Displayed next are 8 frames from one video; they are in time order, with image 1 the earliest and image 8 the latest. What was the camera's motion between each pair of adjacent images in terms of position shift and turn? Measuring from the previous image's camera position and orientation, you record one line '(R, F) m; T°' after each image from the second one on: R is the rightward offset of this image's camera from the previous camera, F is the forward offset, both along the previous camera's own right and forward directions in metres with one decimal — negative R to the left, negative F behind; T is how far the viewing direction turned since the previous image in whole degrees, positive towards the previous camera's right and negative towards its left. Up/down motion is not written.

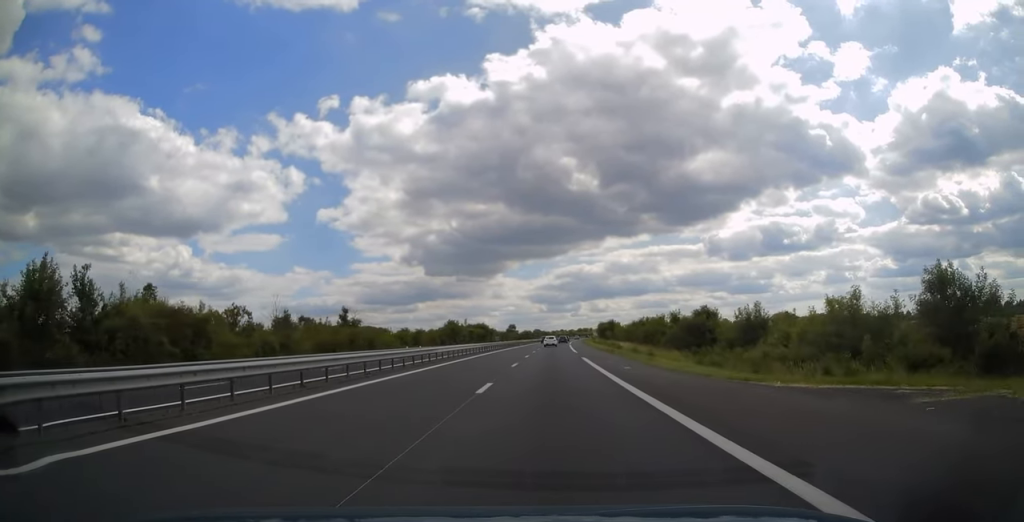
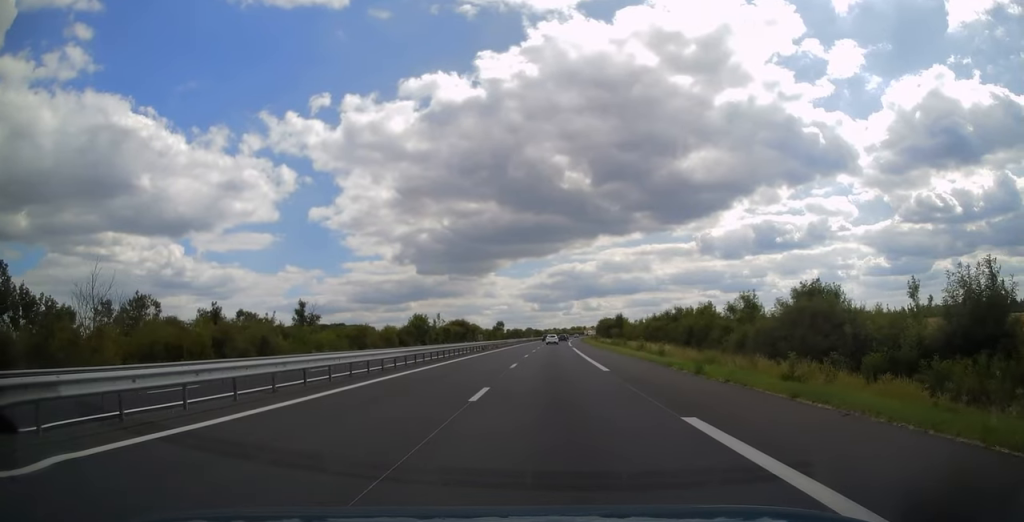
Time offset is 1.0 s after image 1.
(+0.2, +27.8) m; +1°
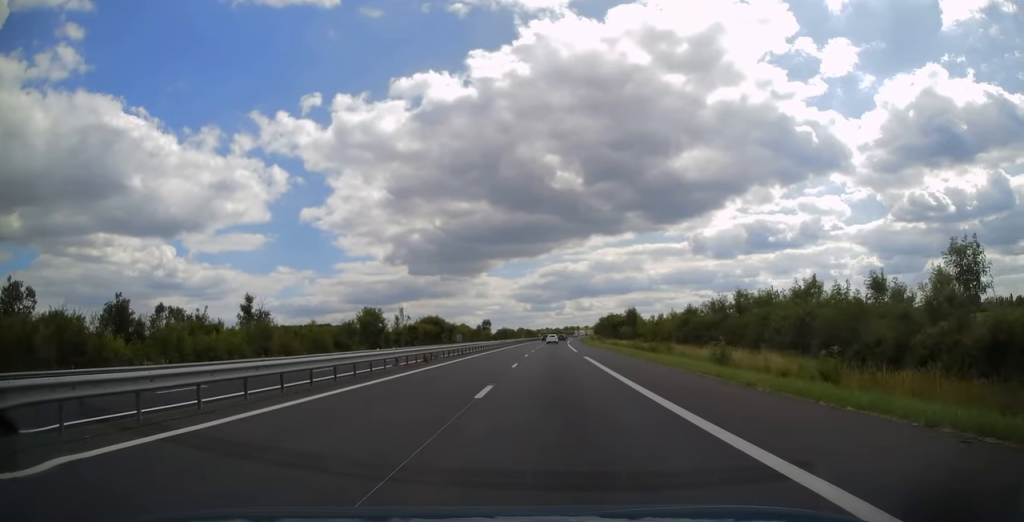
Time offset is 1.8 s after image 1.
(0.0, +25.4) m; +1°
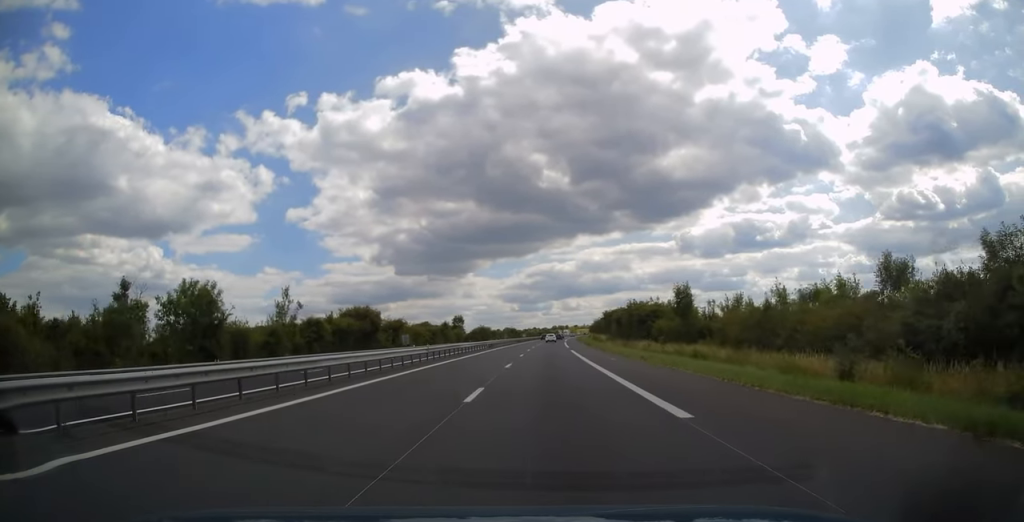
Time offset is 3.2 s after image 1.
(+0.5, +39.5) m; +1°
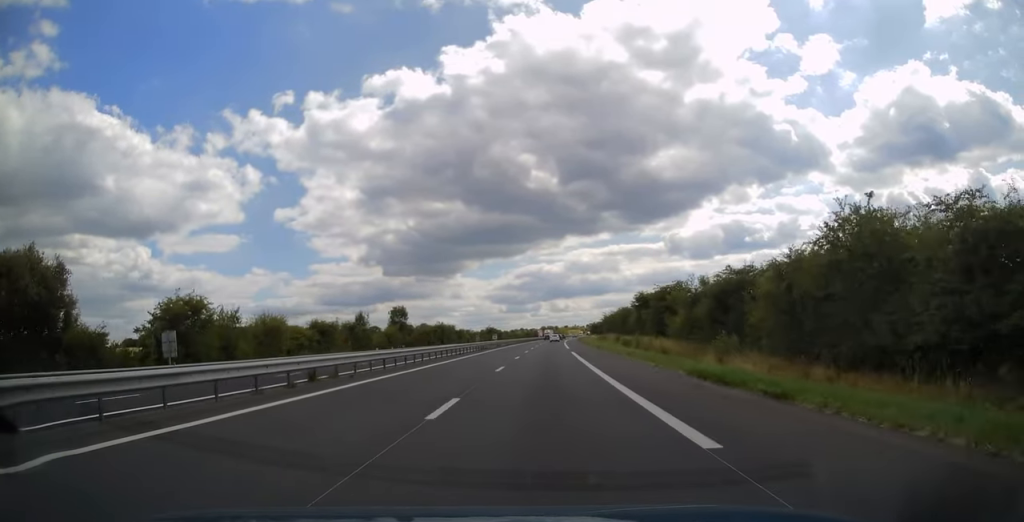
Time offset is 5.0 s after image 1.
(+0.5, +54.1) m; +1°
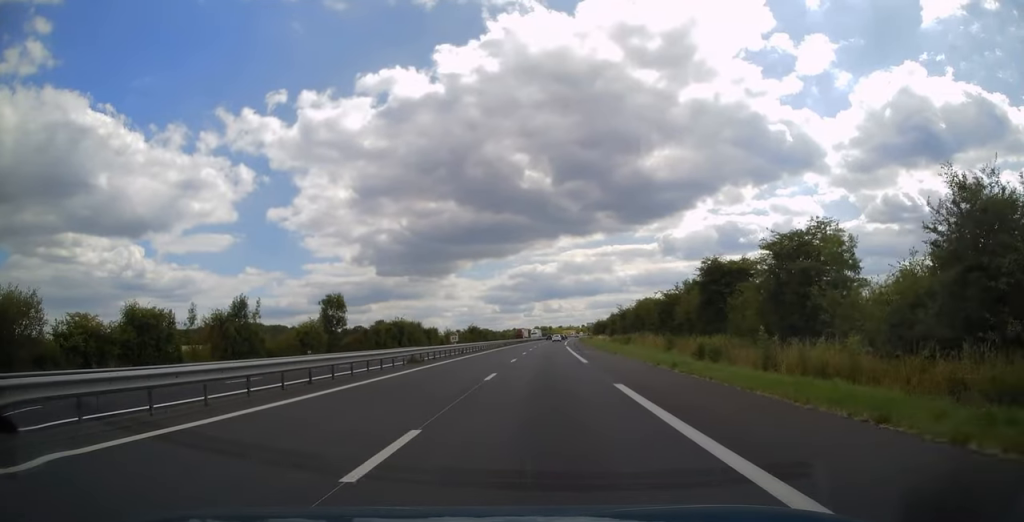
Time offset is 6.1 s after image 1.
(+0.2, +30.4) m; 0°
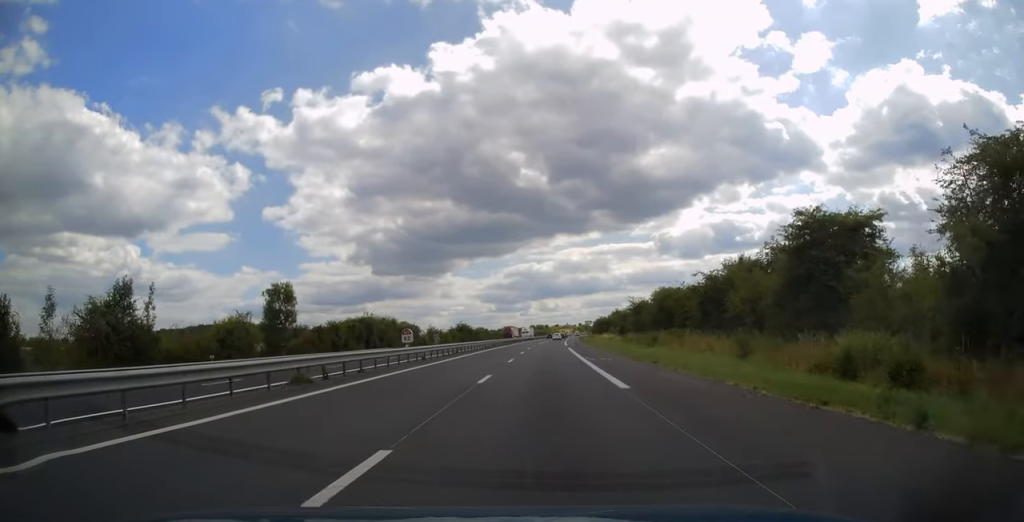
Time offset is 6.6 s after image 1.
(-0.1, +14.7) m; 0°
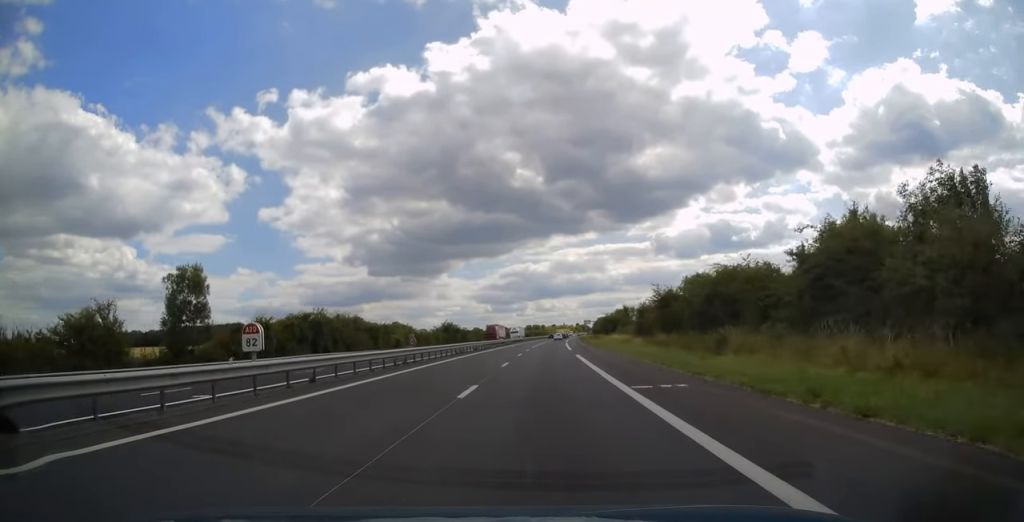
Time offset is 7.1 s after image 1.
(+0.1, +16.7) m; 0°
